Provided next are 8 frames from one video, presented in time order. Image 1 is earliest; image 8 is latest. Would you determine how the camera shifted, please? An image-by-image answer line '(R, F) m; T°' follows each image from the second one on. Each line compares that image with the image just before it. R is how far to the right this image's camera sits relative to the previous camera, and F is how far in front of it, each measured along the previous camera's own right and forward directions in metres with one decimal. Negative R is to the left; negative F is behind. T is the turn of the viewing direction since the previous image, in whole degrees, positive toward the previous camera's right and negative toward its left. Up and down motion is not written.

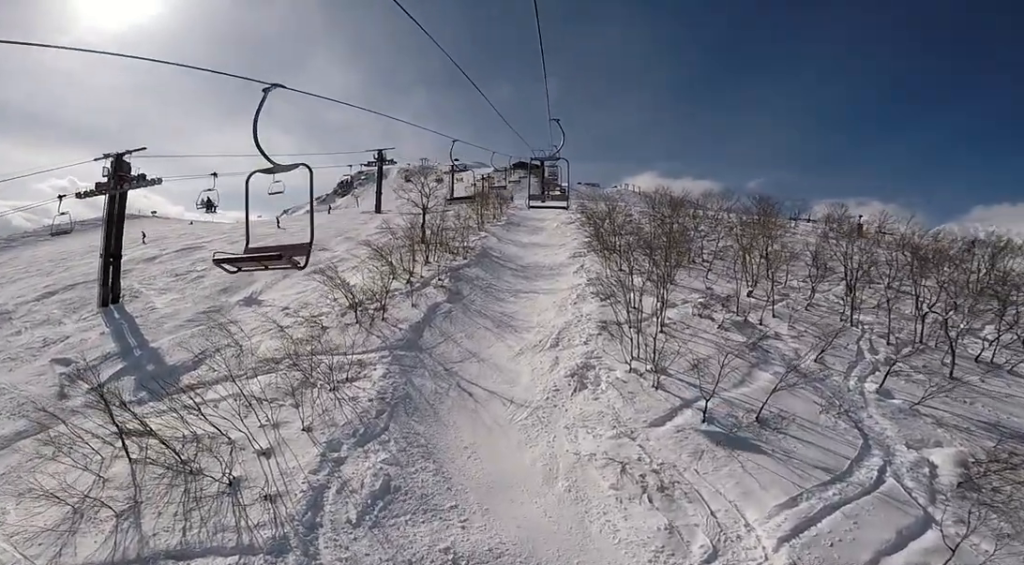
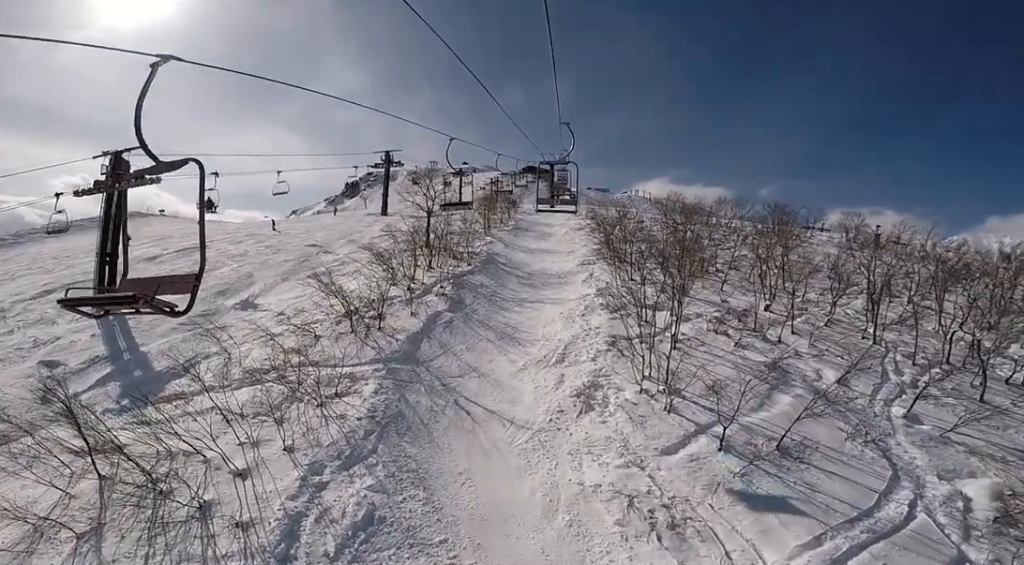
(0.0, +1.0) m; 0°
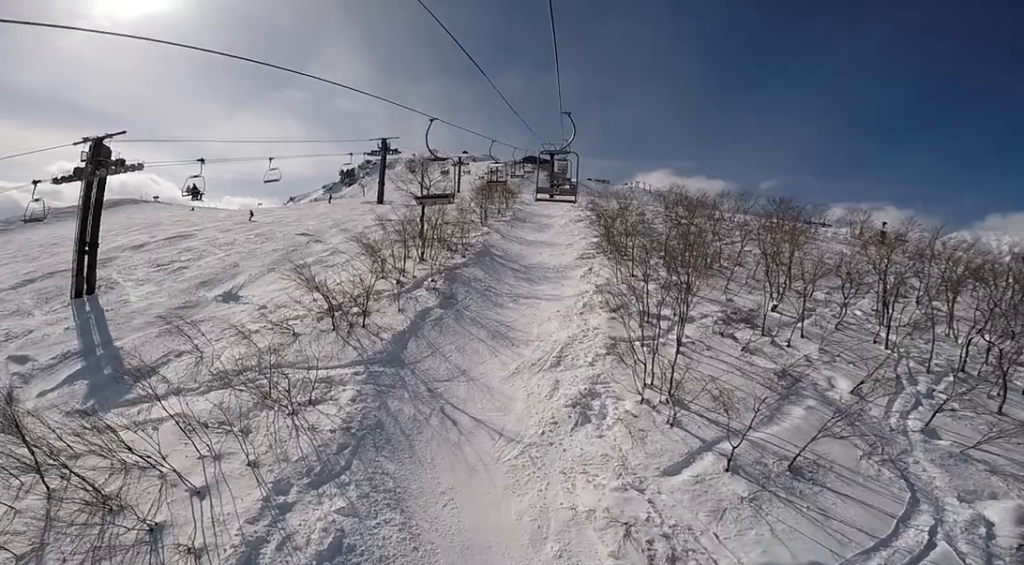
(0.0, +1.3) m; 0°
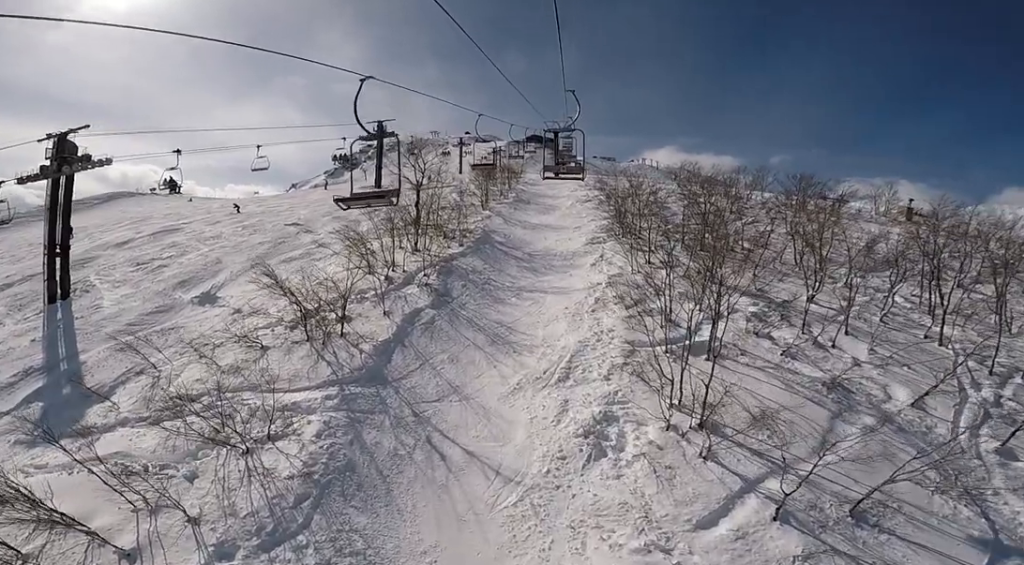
(0.0, +2.5) m; 0°
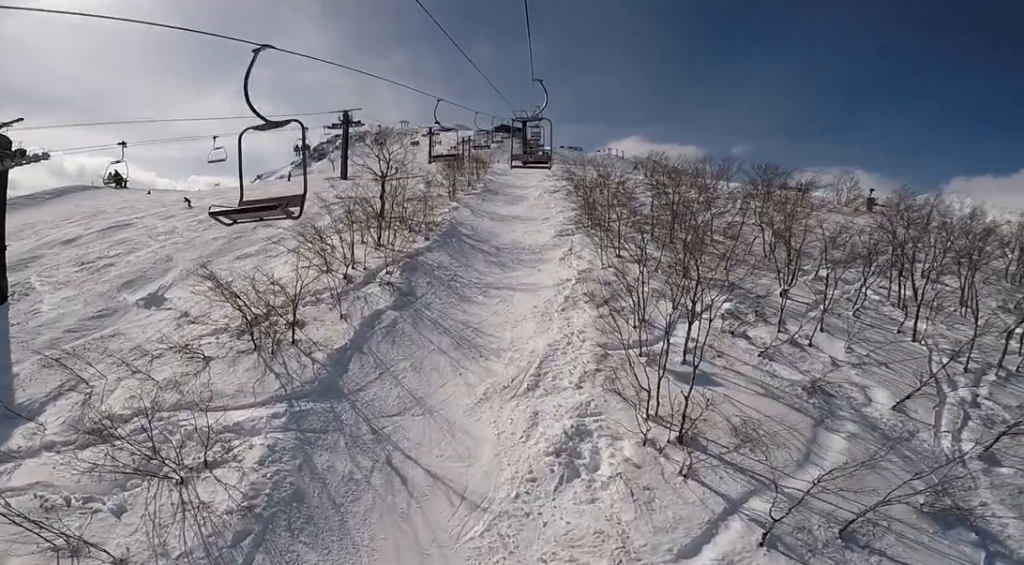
(0.0, +1.1) m; 0°
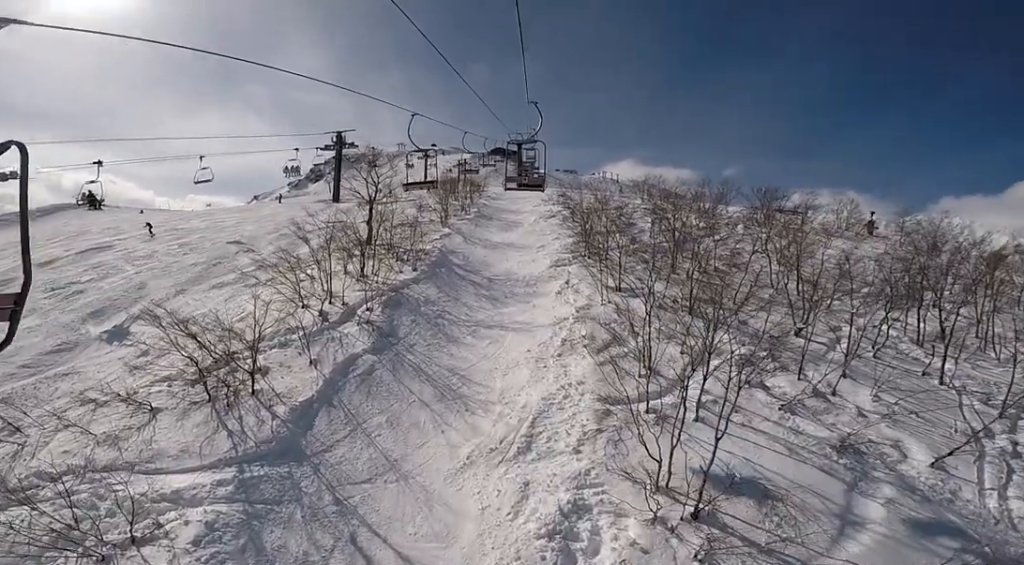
(0.0, +1.6) m; 0°
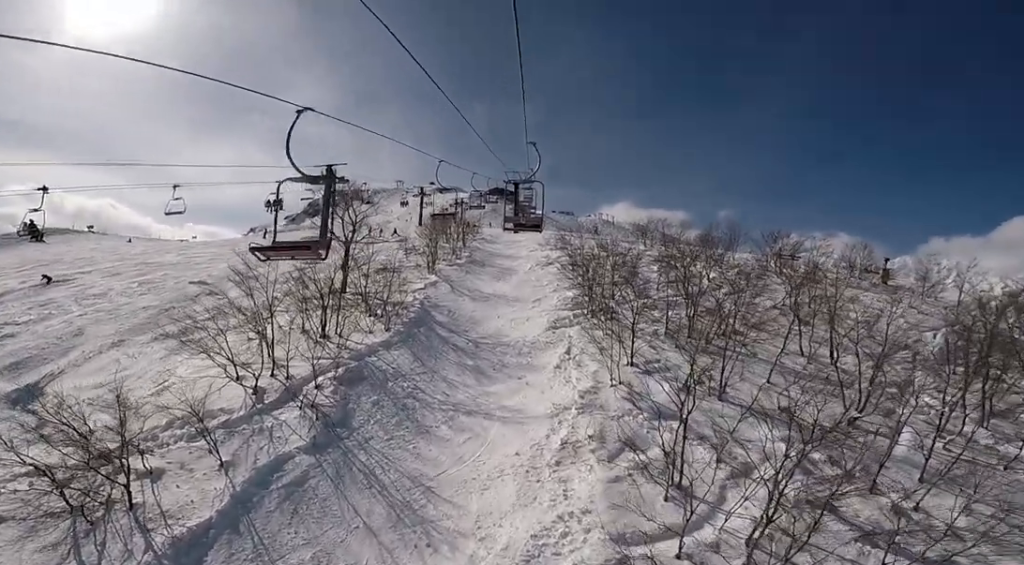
(0.0, +3.7) m; 0°
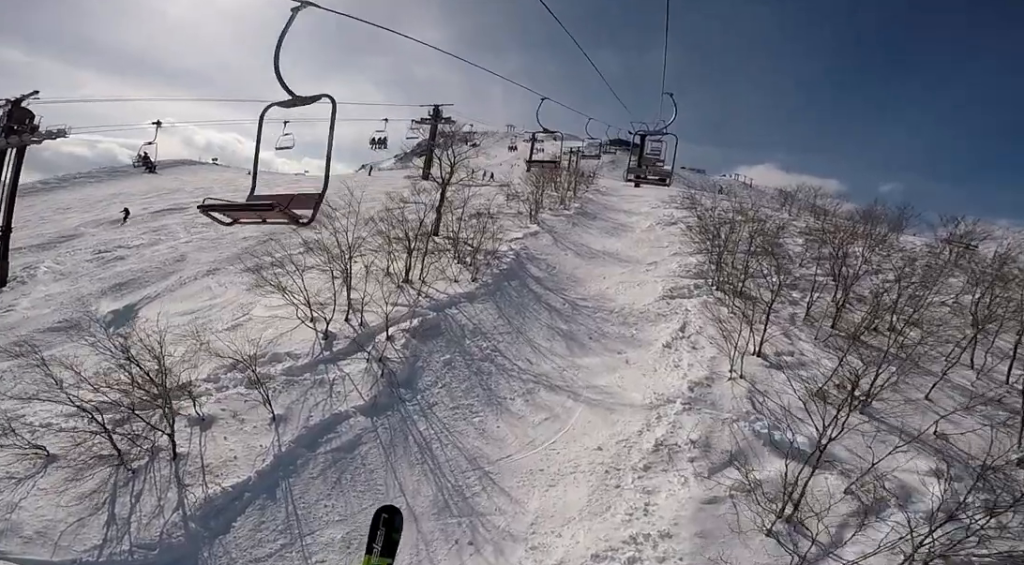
(0.0, +1.5) m; 0°
